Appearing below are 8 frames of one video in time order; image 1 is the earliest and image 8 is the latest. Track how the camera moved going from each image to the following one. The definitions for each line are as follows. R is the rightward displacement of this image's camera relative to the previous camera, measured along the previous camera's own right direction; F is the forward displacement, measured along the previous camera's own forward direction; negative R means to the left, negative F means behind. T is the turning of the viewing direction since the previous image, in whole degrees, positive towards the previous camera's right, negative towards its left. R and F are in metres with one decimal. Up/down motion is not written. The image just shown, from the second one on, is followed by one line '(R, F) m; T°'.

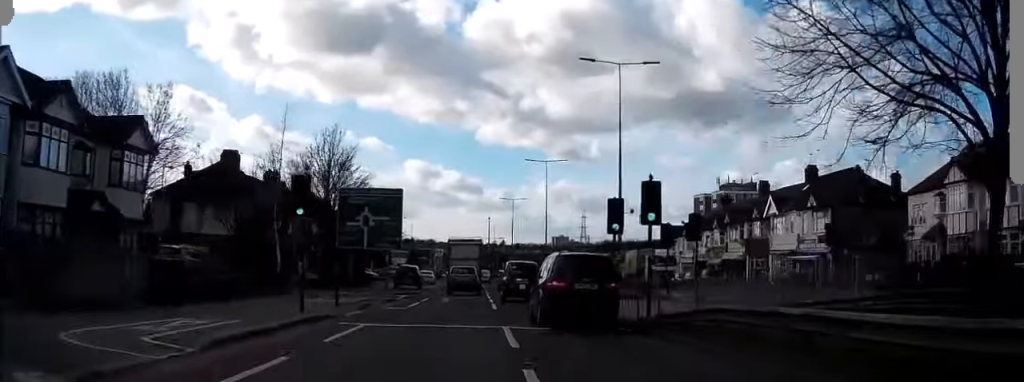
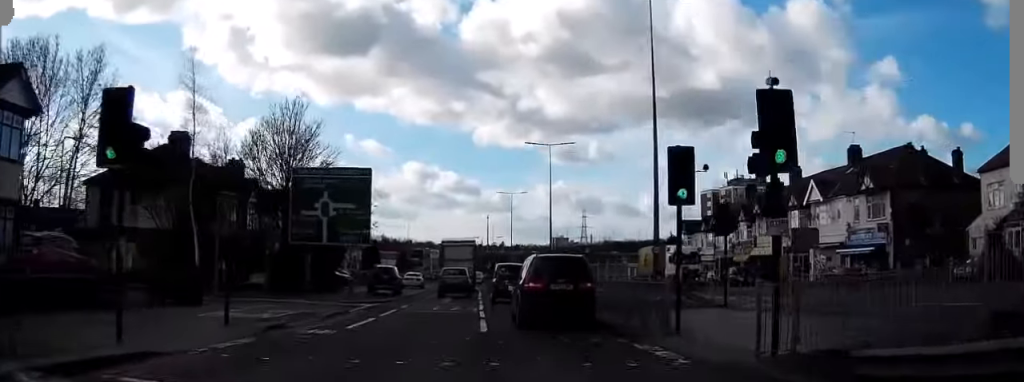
(0.0, +9.9) m; 0°
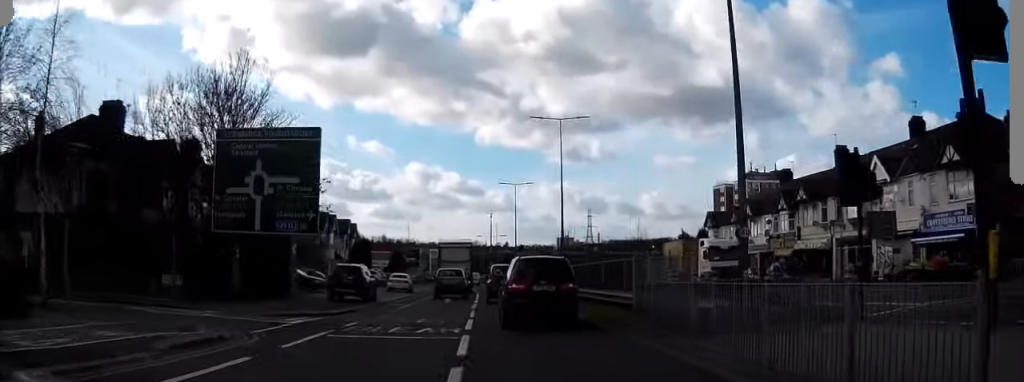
(0.0, +10.3) m; 0°
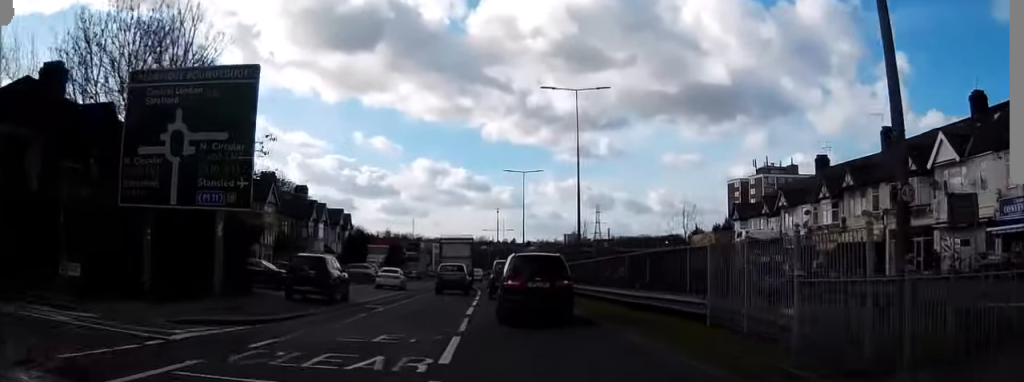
(0.0, +7.6) m; -1°
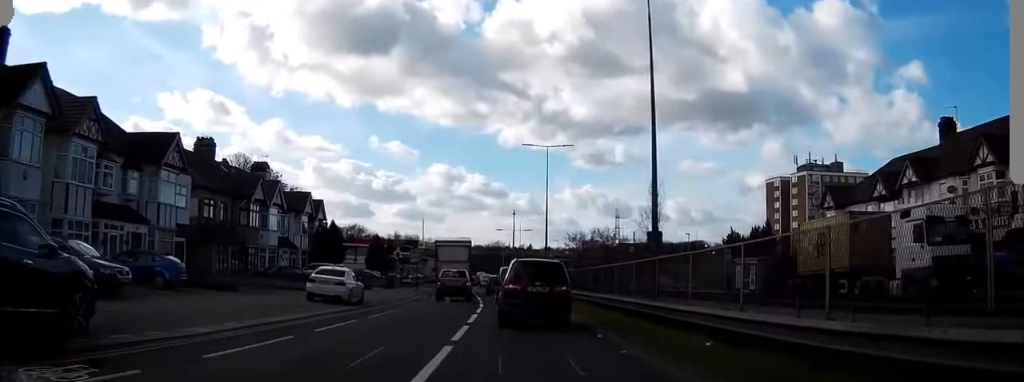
(-0.2, +19.6) m; -1°
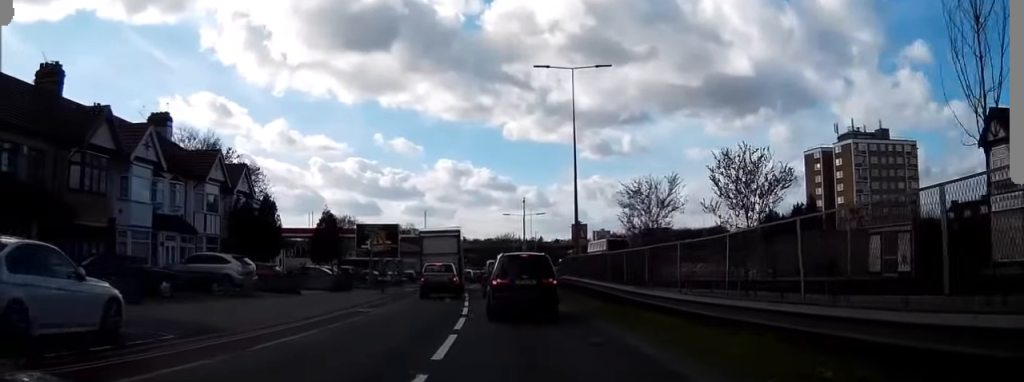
(-0.2, +21.6) m; -2°
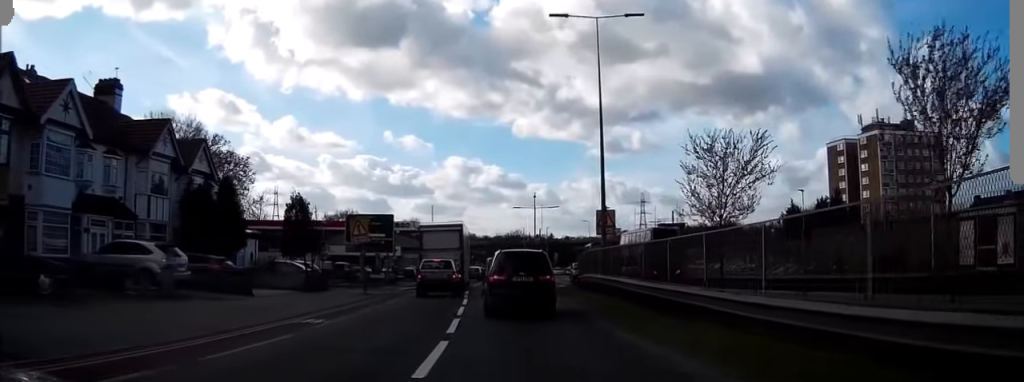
(-0.1, +8.0) m; -1°
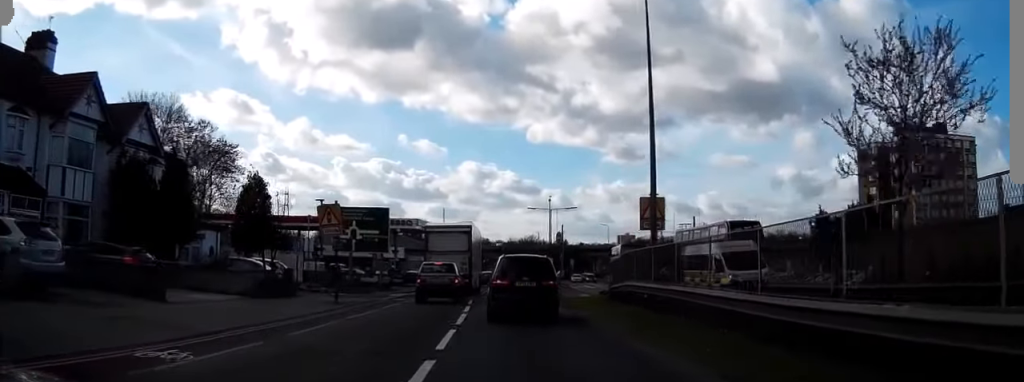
(-0.1, +8.5) m; -1°
